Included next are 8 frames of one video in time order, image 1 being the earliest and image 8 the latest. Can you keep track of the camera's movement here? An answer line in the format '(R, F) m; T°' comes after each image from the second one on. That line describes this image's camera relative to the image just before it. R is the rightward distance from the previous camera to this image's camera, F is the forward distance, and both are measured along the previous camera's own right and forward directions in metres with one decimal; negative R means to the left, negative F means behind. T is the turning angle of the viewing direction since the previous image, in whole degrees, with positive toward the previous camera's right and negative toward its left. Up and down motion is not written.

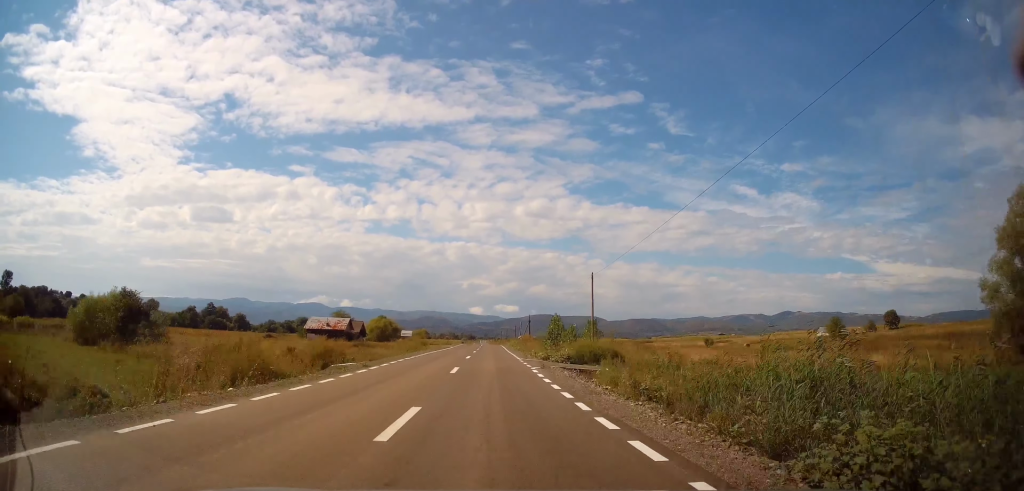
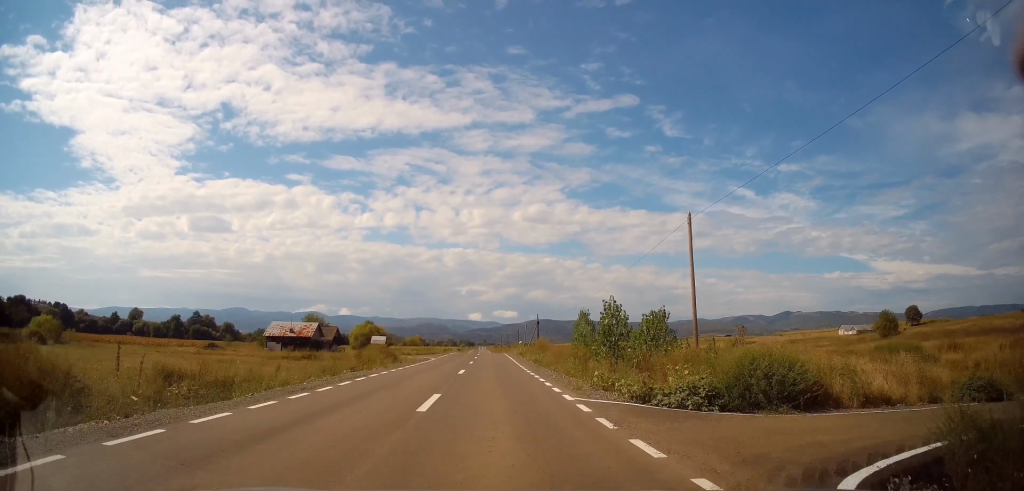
(0.0, +19.9) m; 0°
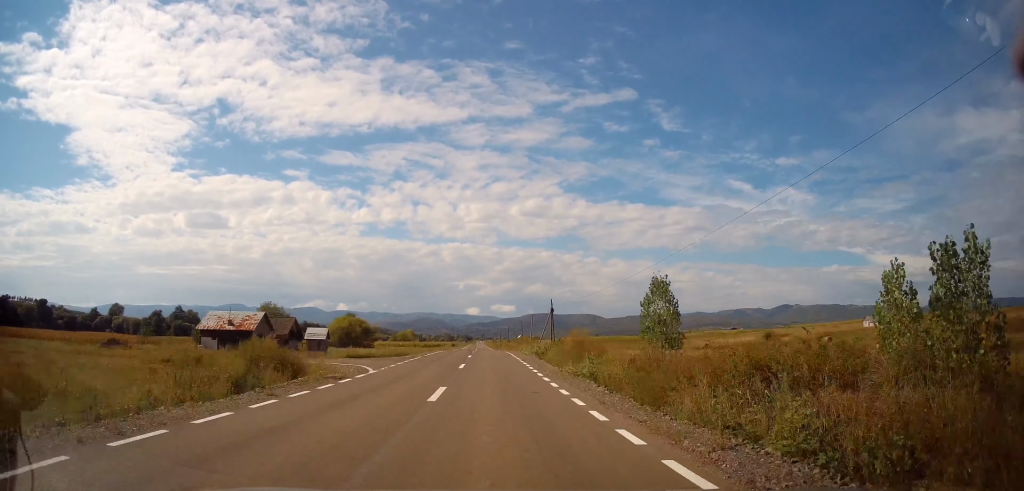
(-0.3, +21.6) m; 0°
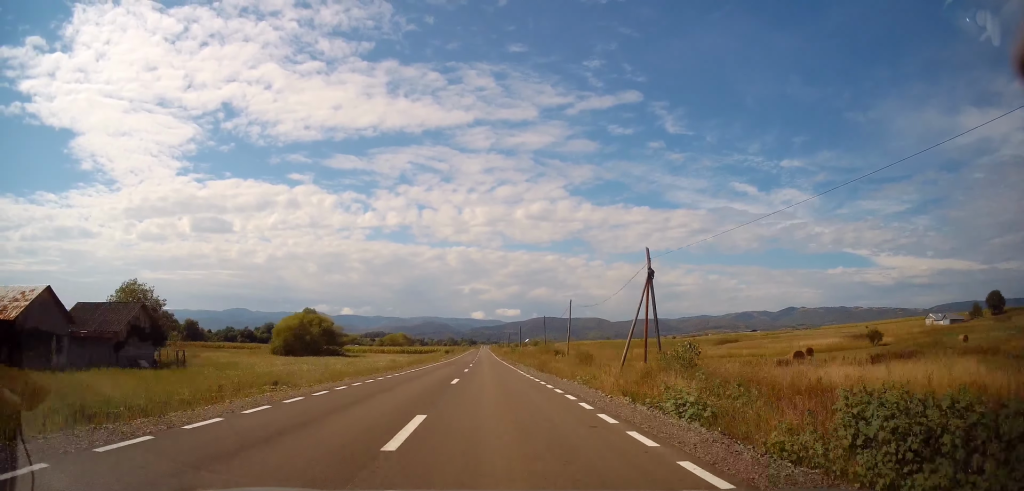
(+0.5, +39.1) m; 0°
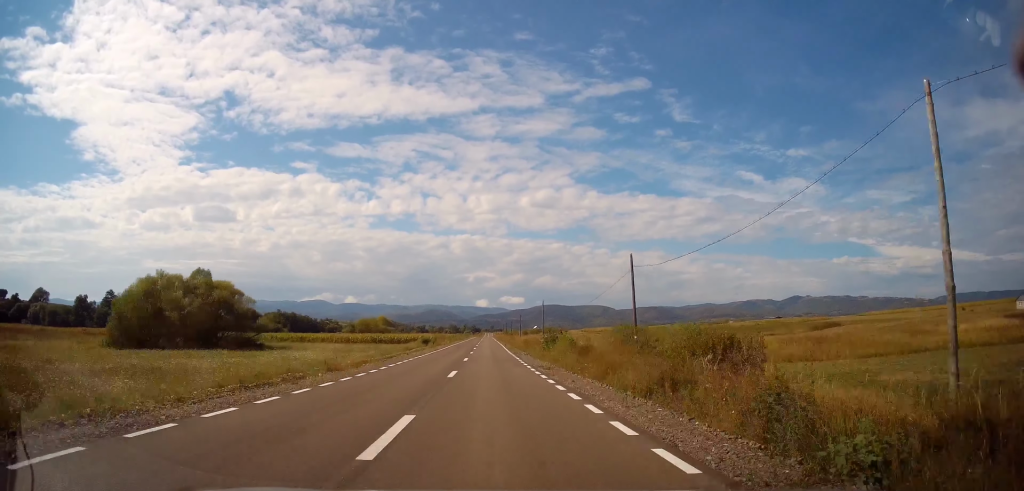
(-0.9, +46.4) m; -1°
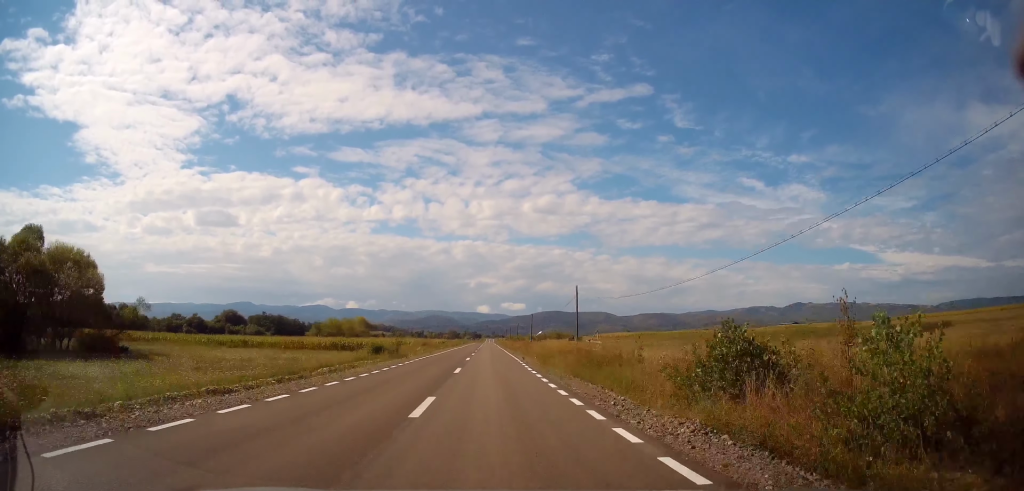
(+0.3, +31.0) m; +1°
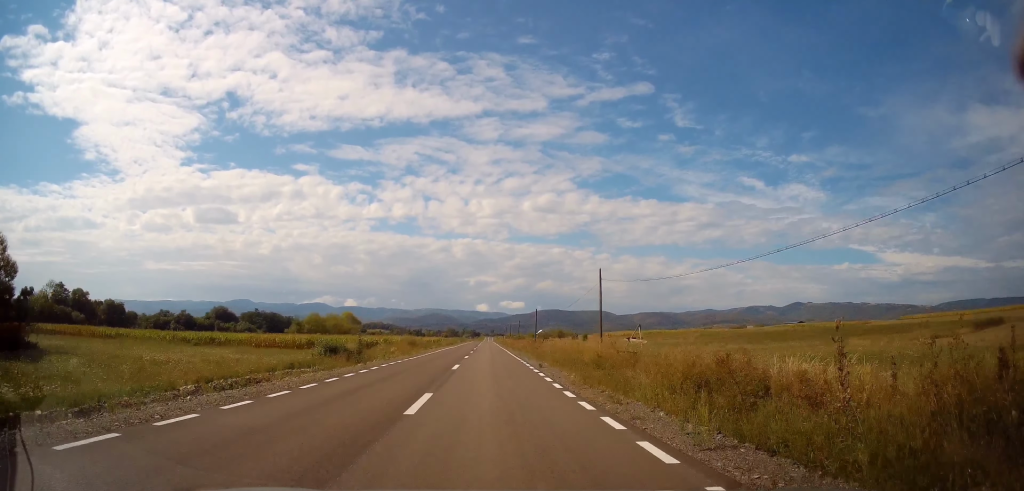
(0.0, +11.6) m; 0°
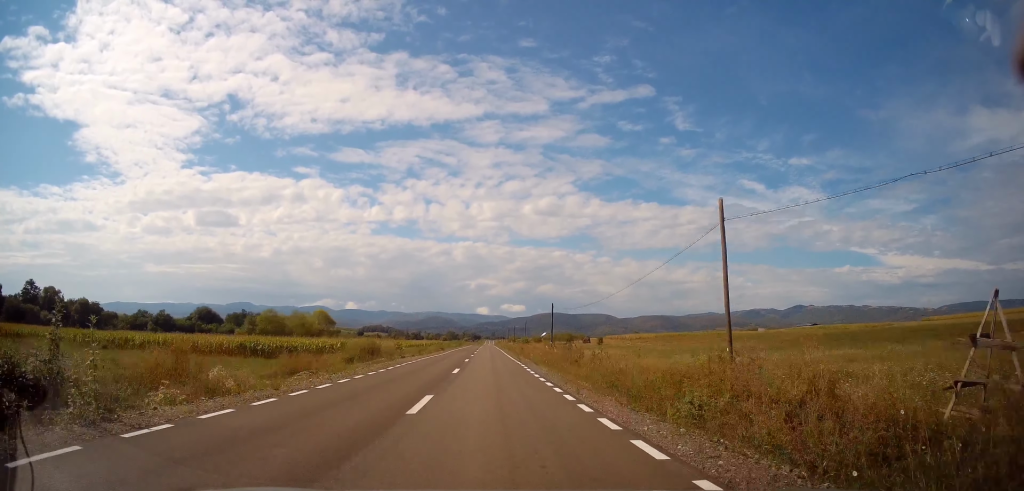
(0.0, +22.4) m; 0°
